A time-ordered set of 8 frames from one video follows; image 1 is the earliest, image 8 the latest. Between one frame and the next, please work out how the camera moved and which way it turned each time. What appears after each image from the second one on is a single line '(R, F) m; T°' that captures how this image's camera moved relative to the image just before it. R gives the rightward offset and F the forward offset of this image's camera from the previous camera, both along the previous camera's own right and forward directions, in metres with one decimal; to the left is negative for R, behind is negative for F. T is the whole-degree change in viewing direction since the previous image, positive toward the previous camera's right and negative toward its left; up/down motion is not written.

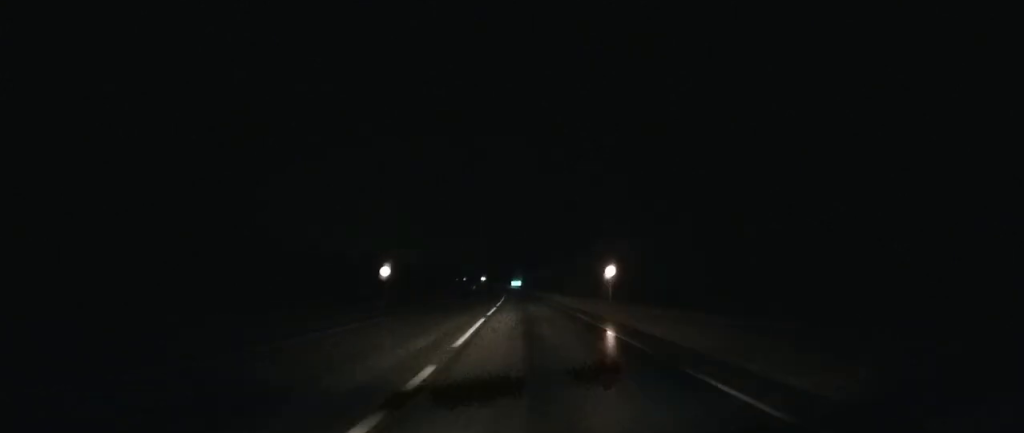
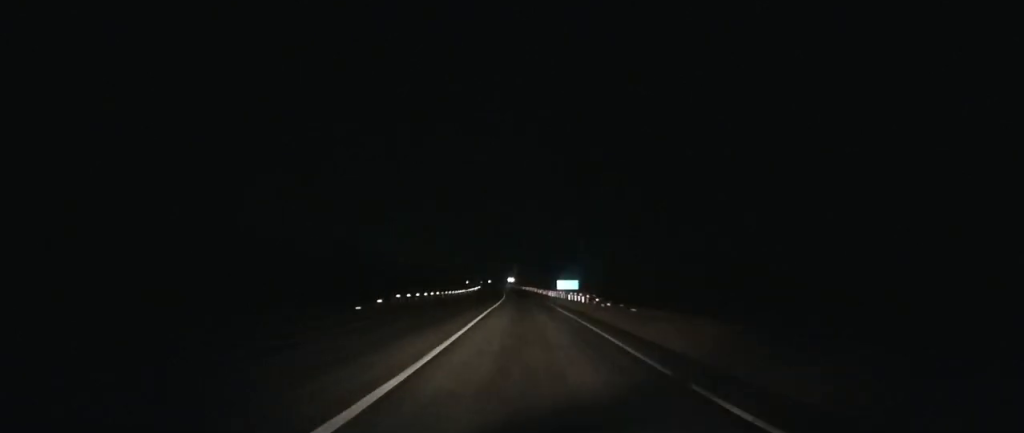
(-3.7, +137.0) m; -4°
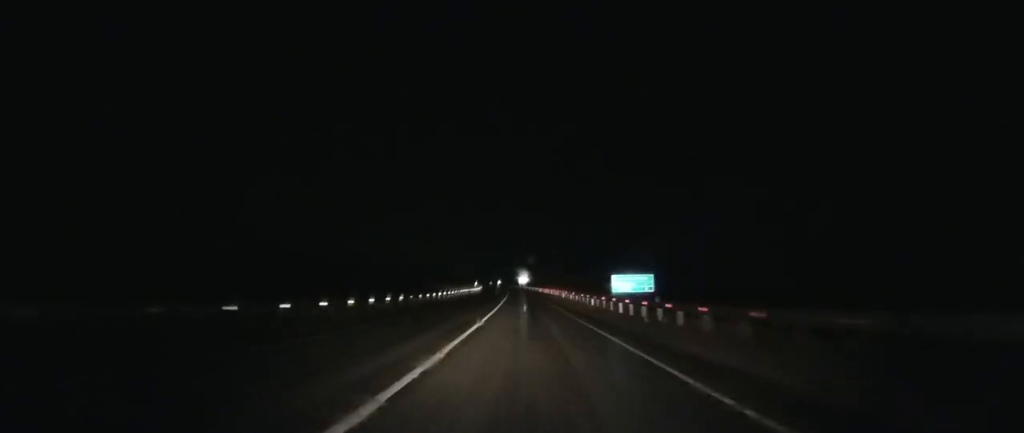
(-1.2, +56.6) m; -1°
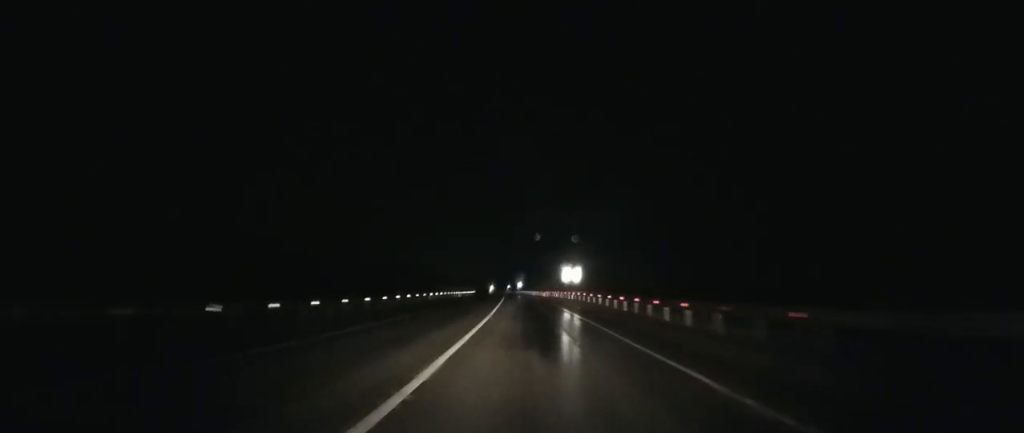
(-3.6, +141.9) m; -3°
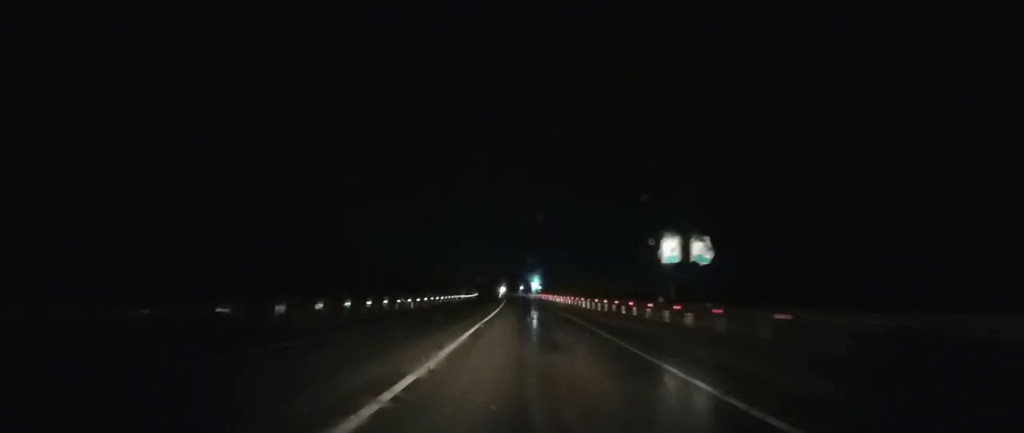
(-0.2, +50.2) m; -1°
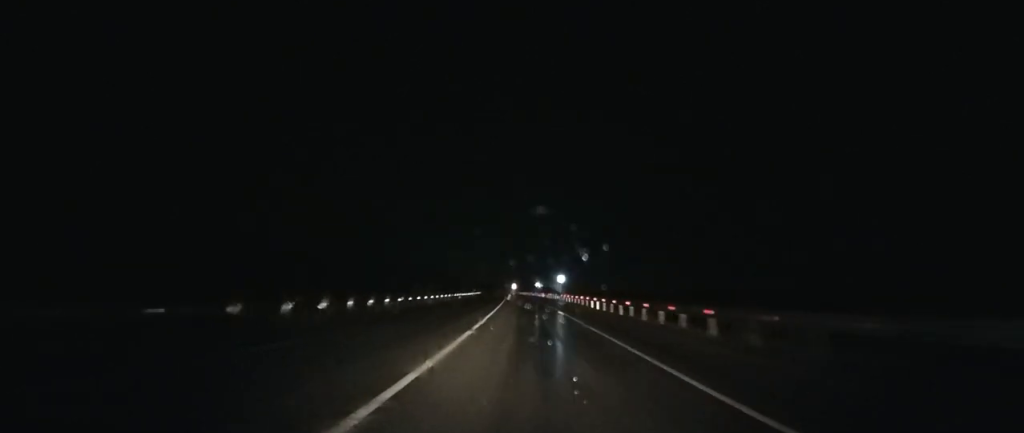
(-0.8, +55.7) m; -2°
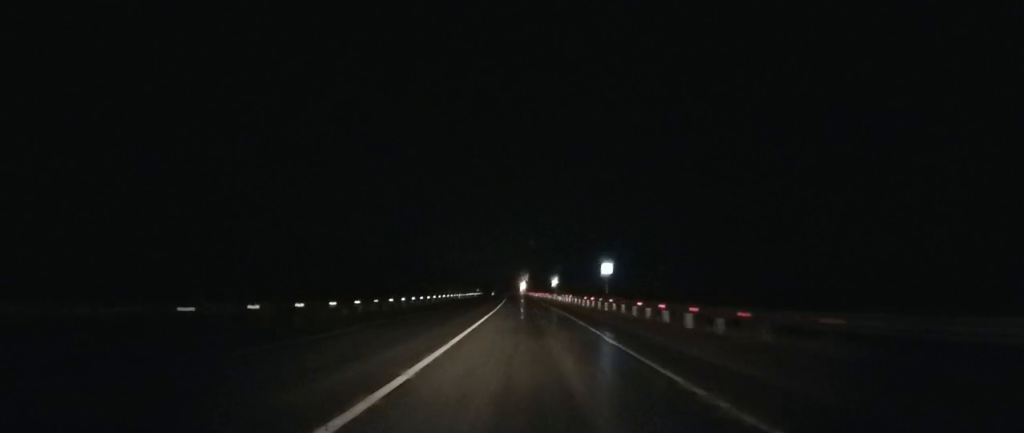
(-0.6, +40.6) m; -1°
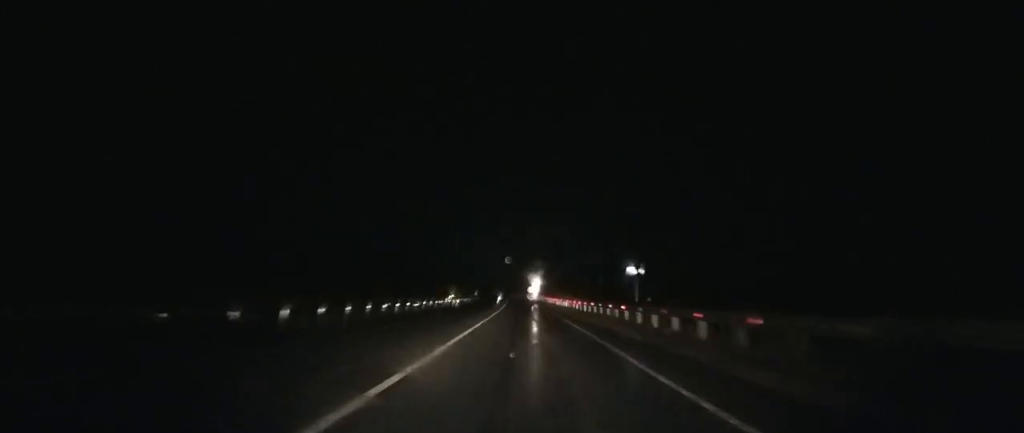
(-0.7, +61.2) m; -1°
